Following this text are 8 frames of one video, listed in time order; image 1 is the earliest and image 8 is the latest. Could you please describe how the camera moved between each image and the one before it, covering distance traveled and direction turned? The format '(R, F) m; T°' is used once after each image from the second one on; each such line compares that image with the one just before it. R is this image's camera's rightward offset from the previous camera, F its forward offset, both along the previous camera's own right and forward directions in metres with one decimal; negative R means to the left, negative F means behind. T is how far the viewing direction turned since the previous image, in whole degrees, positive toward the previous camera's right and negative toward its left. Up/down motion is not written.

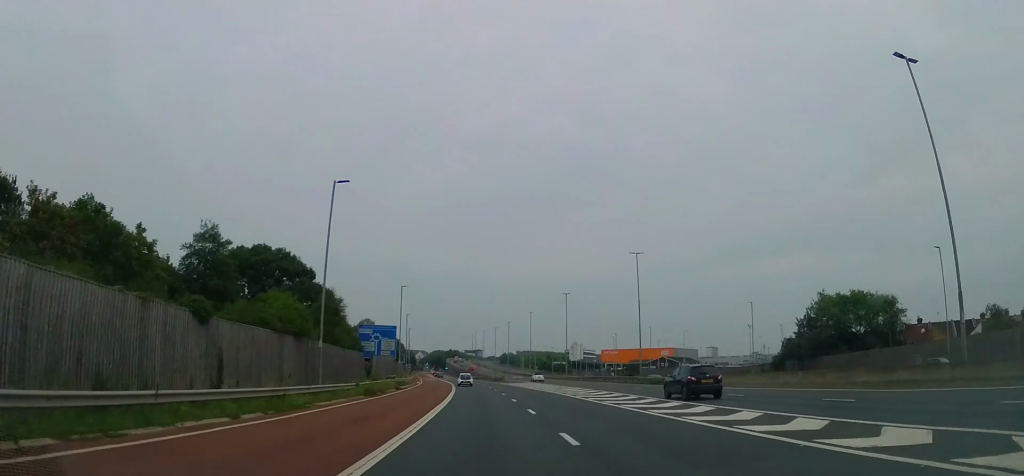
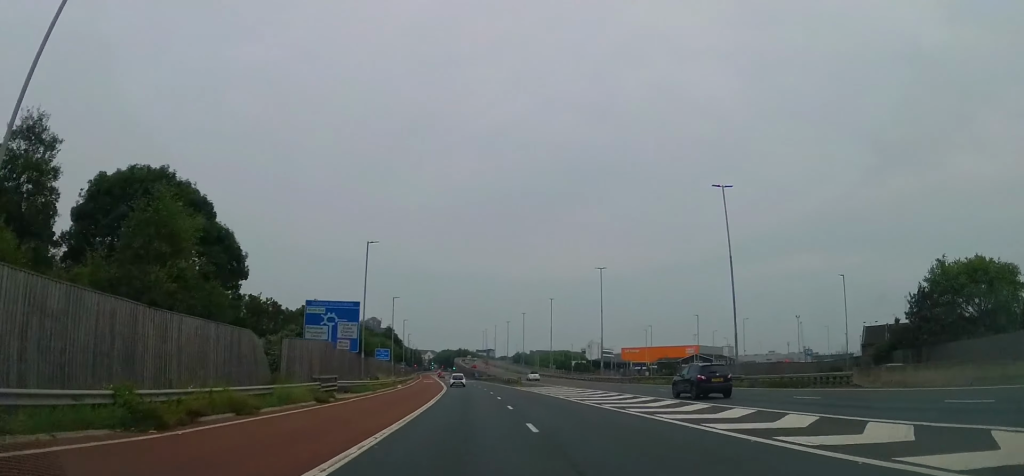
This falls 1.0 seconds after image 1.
(-0.3, +24.1) m; -1°
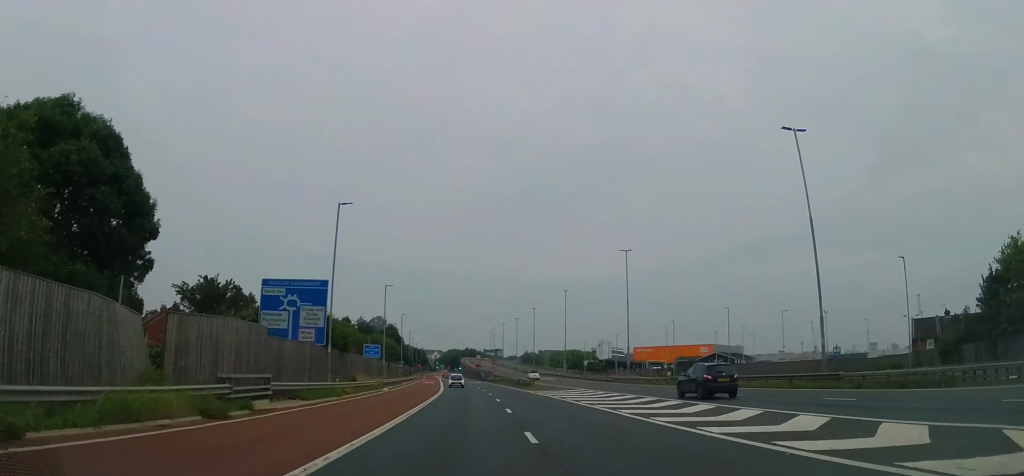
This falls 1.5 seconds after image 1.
(-0.1, +11.1) m; 0°
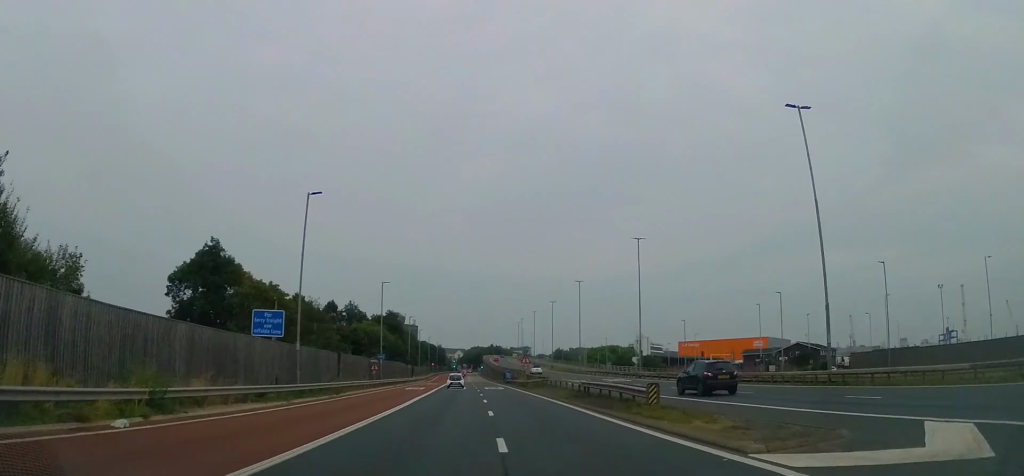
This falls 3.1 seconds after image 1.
(-0.2, +36.9) m; -1°
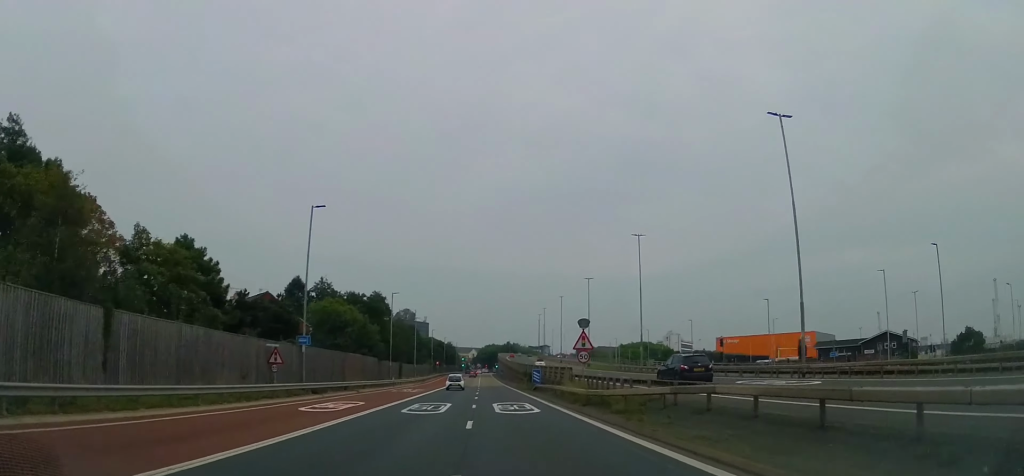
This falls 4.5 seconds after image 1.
(-0.9, +31.3) m; -3°
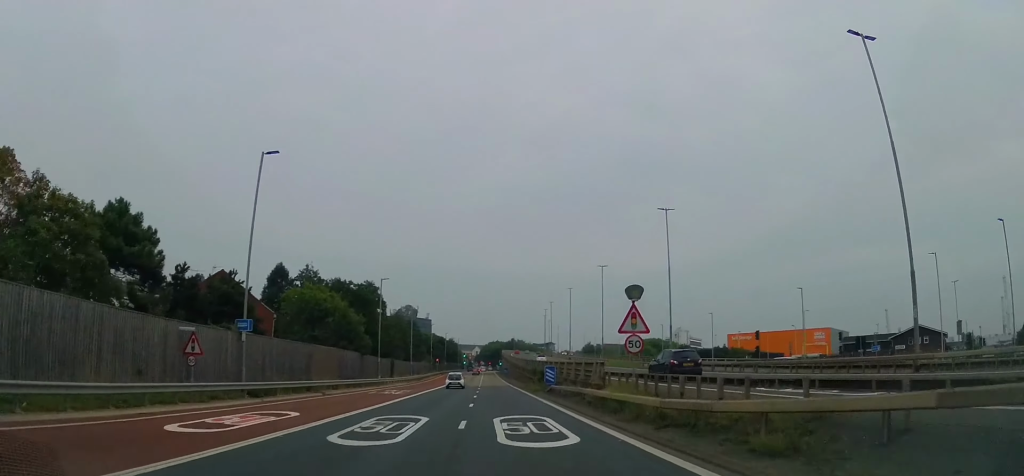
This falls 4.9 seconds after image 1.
(-0.1, +9.4) m; -1°
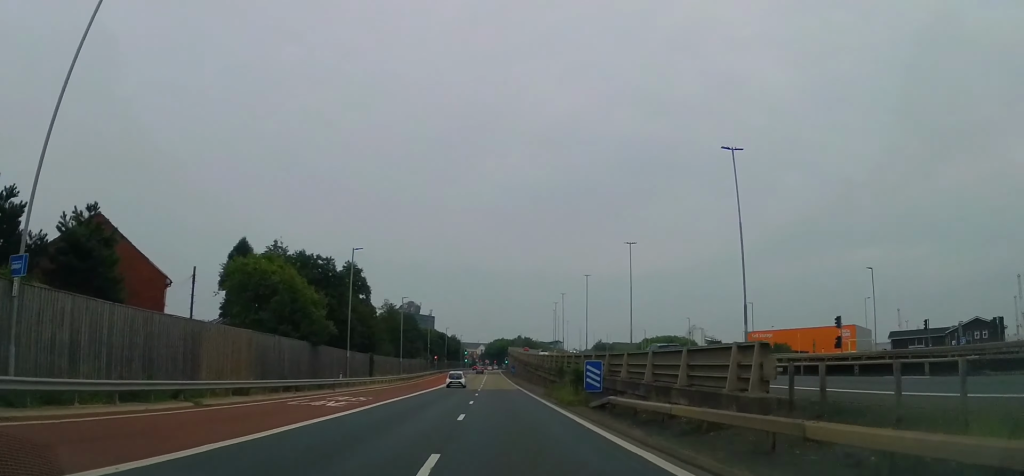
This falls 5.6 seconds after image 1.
(+0.2, +15.6) m; -1°
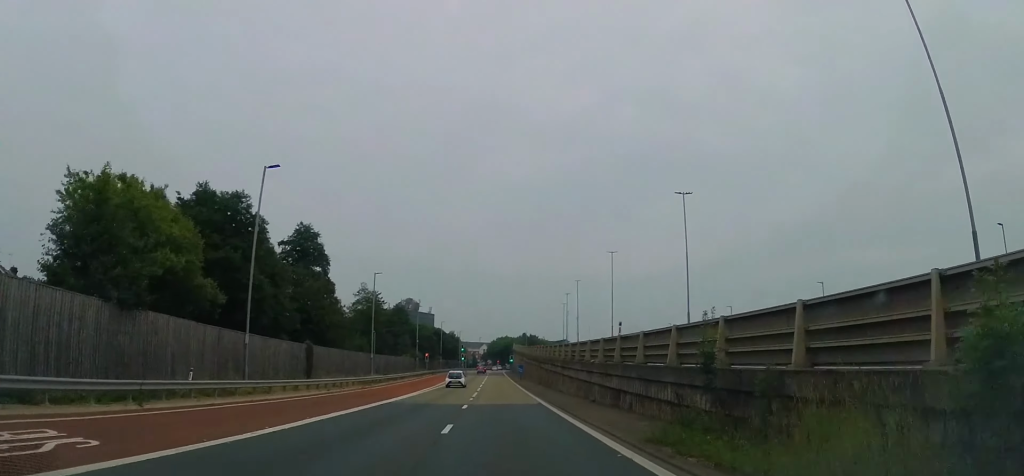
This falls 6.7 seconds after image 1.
(-0.7, +20.9) m; -1°
